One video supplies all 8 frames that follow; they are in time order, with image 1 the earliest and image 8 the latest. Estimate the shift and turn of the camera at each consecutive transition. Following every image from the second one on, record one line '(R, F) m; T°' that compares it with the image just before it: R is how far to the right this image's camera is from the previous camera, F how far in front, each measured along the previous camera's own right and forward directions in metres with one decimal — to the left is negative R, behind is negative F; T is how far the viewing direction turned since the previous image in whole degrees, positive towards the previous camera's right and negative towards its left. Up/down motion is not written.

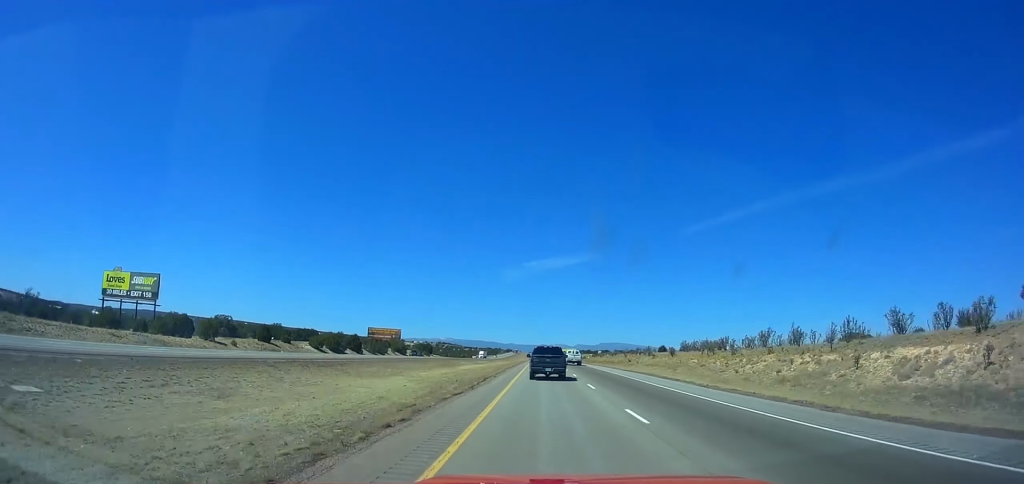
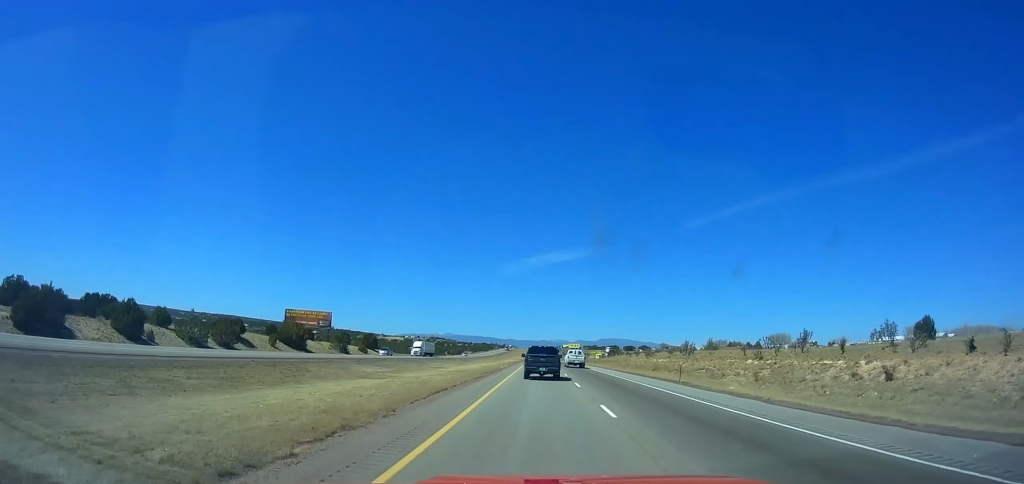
(-0.2, +83.1) m; 0°
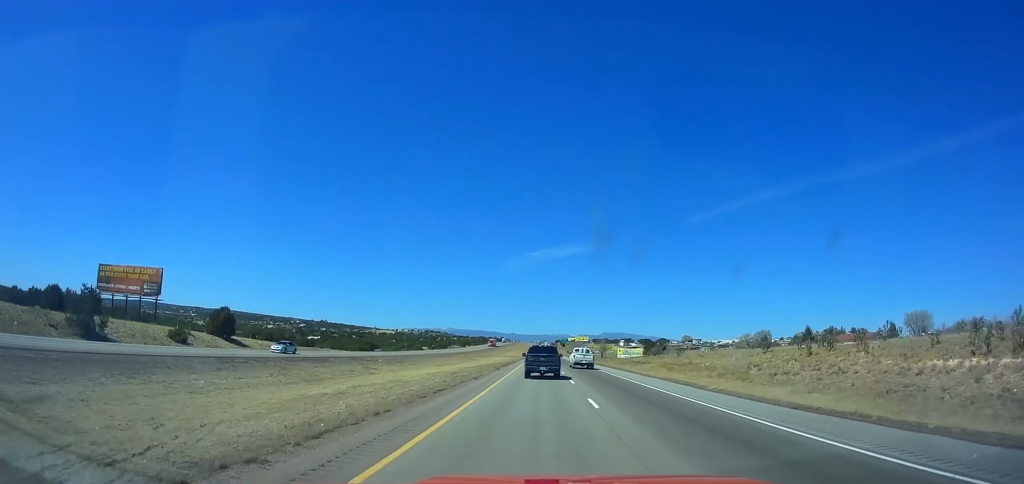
(+0.6, +82.6) m; 0°
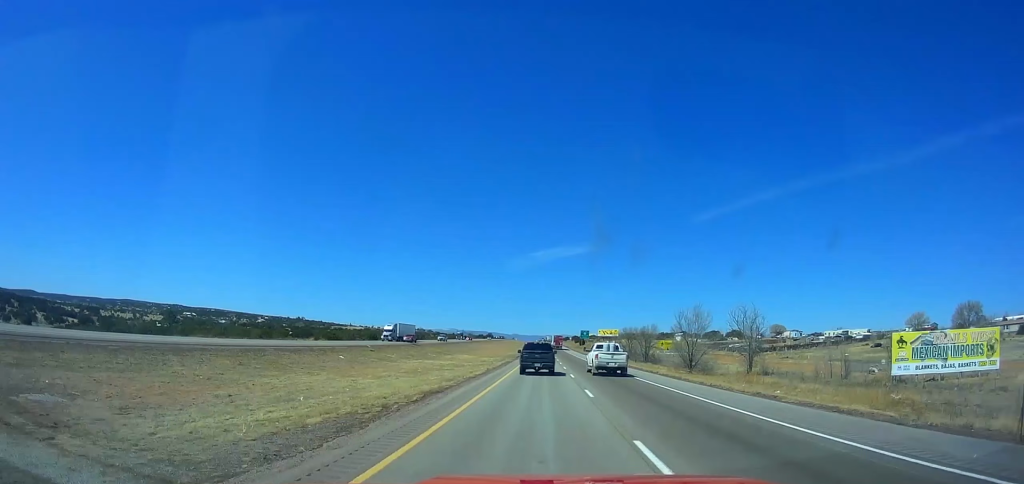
(-0.1, +190.1) m; 0°
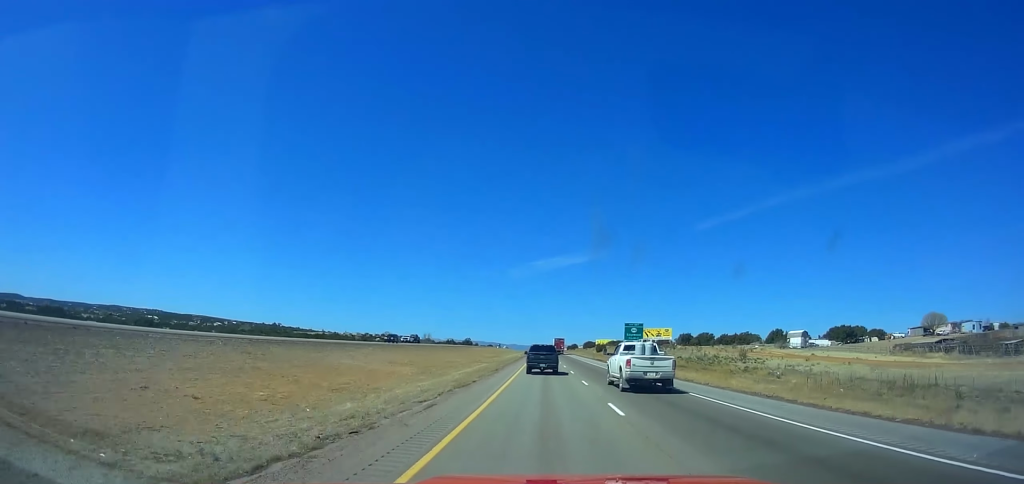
(-0.3, +139.3) m; 0°
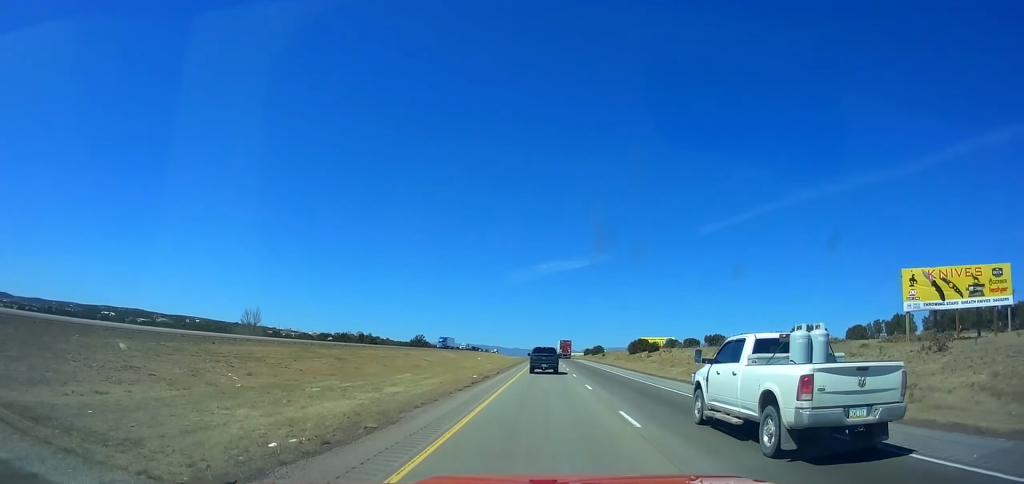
(+0.1, +145.4) m; 0°
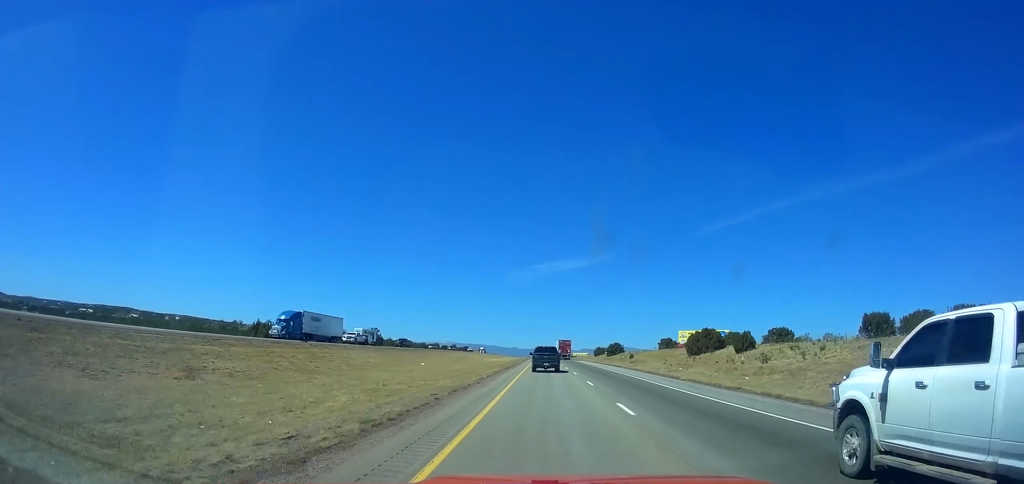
(0.0, +58.4) m; 0°
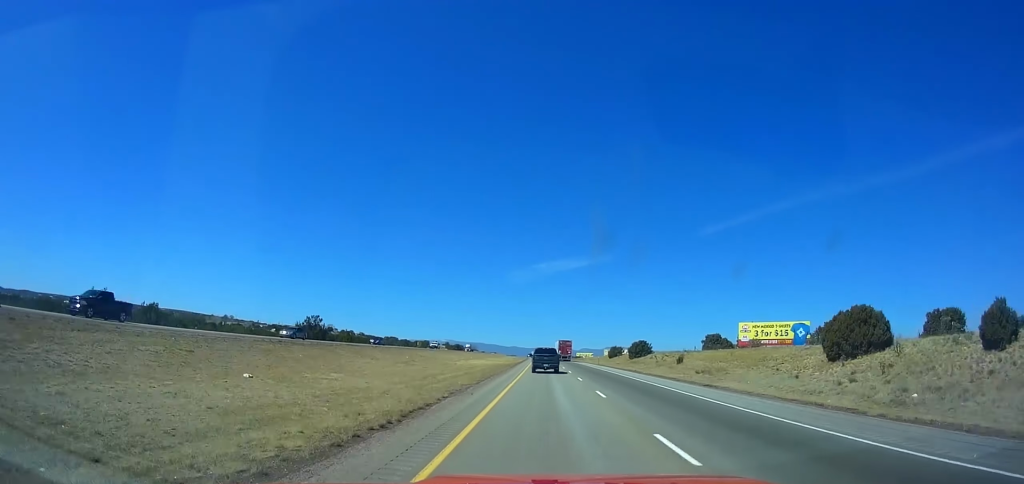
(0.0, +42.3) m; 0°
